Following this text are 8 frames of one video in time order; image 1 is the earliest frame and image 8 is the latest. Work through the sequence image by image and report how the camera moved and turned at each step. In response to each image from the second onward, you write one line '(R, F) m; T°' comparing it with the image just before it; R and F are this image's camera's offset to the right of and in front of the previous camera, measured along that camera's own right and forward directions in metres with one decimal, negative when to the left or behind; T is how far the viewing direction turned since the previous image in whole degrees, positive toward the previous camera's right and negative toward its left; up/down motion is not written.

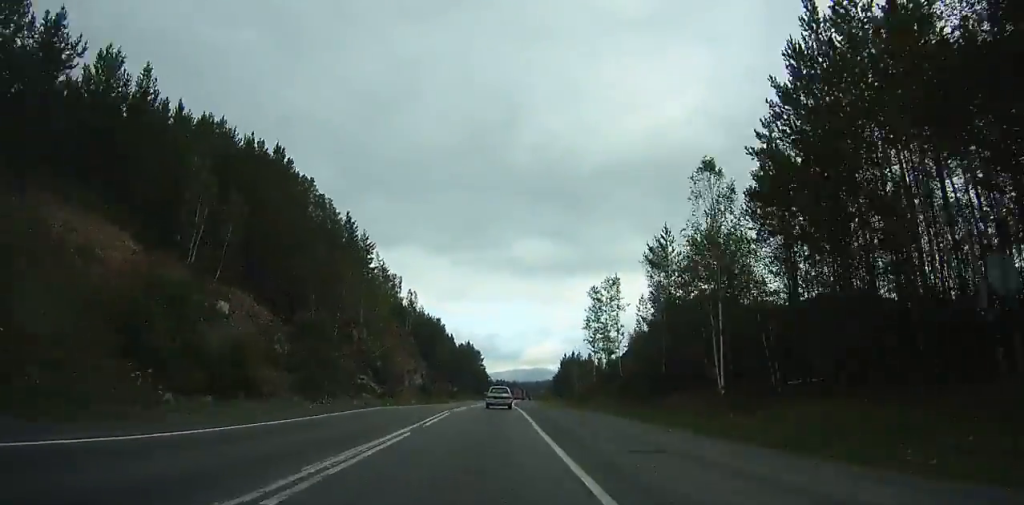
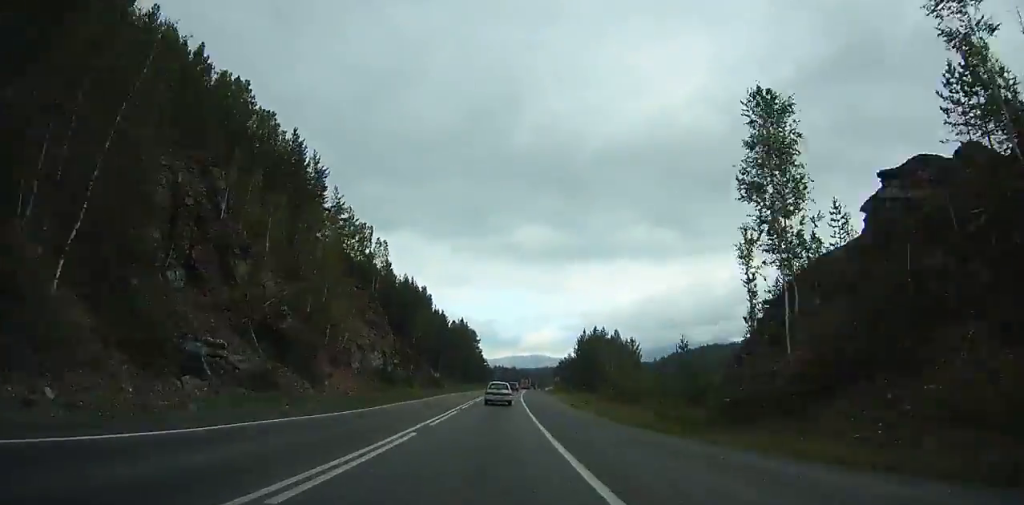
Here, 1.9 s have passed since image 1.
(+0.1, +37.3) m; 0°
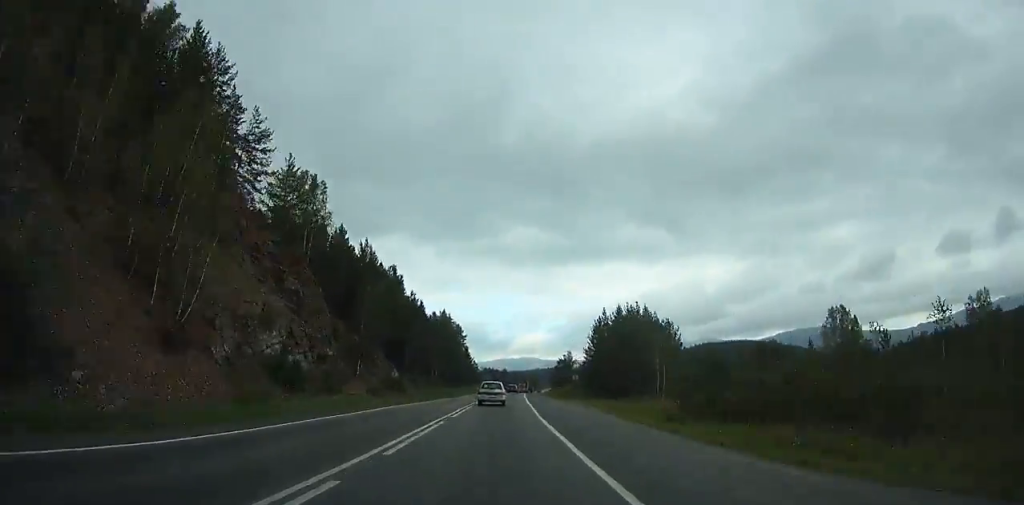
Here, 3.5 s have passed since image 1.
(0.0, +30.9) m; +1°
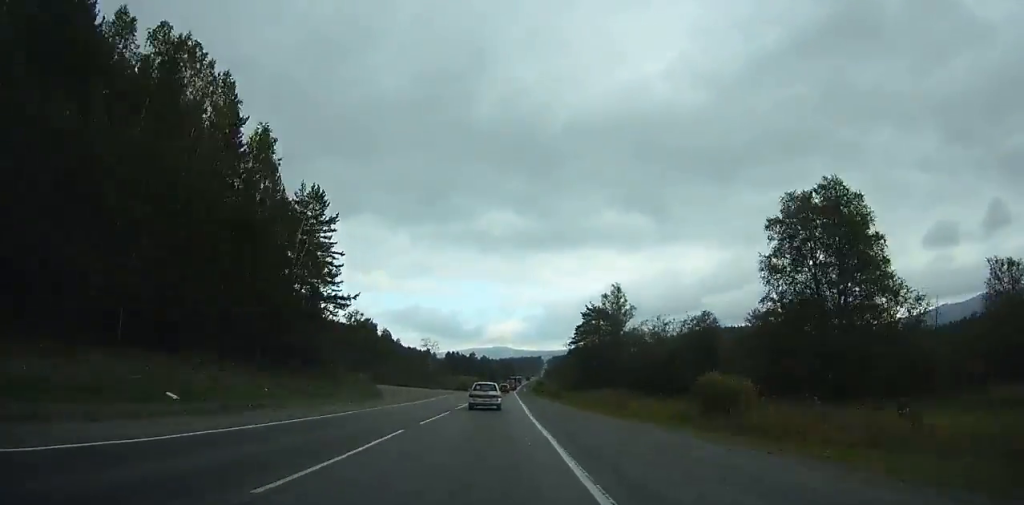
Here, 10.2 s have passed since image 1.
(+3.8, +127.9) m; +3°
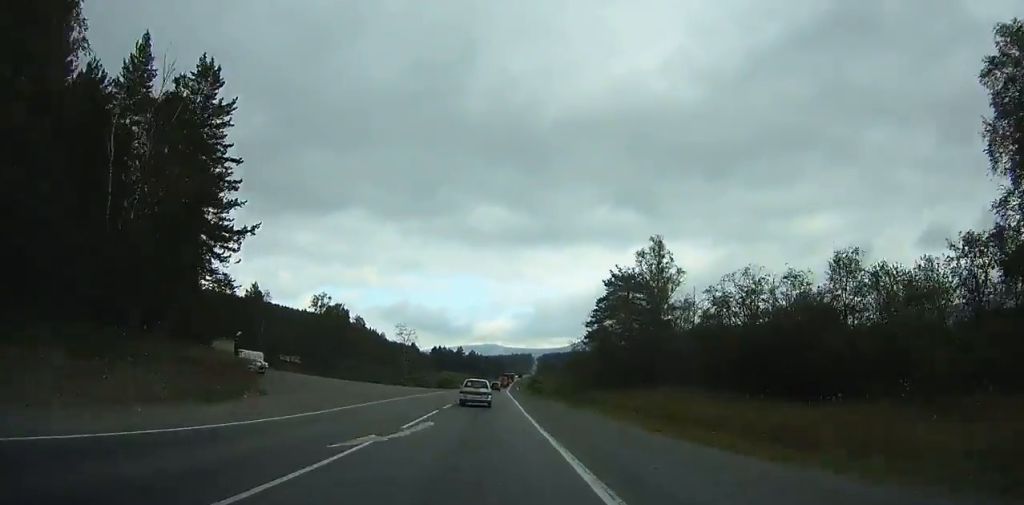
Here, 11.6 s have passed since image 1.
(+0.2, +26.4) m; 0°
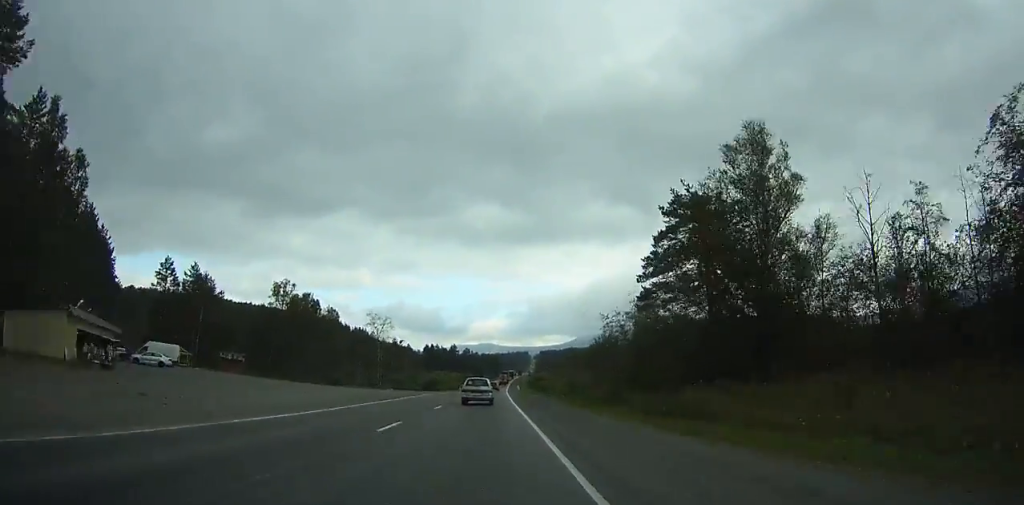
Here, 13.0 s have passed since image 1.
(+0.2, +26.3) m; 0°
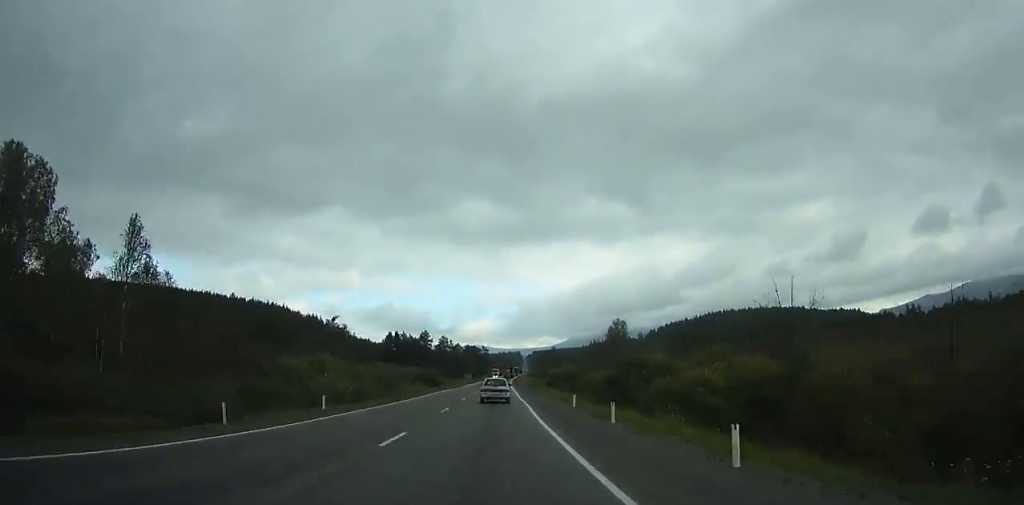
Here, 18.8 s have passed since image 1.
(+1.2, +109.5) m; +2°
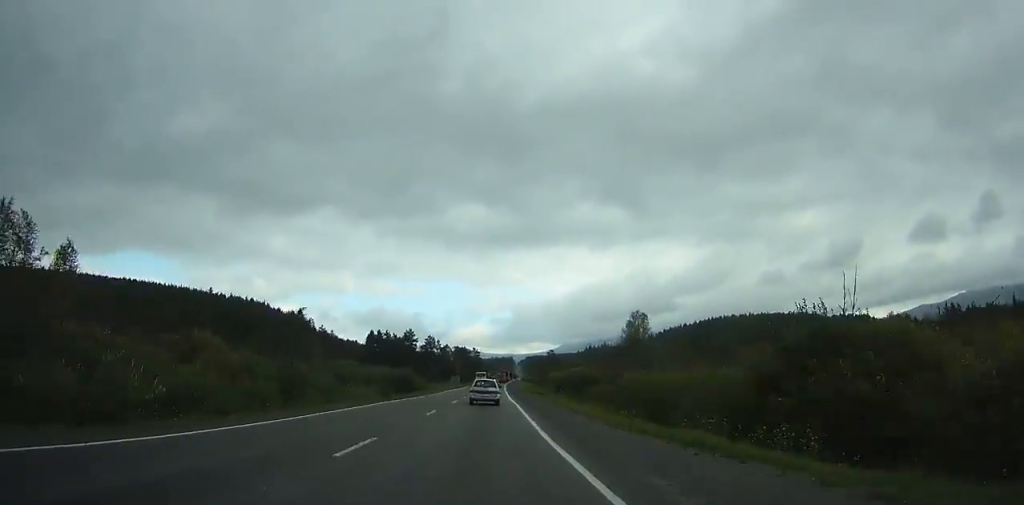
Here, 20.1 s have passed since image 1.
(+0.1, +24.9) m; 0°
